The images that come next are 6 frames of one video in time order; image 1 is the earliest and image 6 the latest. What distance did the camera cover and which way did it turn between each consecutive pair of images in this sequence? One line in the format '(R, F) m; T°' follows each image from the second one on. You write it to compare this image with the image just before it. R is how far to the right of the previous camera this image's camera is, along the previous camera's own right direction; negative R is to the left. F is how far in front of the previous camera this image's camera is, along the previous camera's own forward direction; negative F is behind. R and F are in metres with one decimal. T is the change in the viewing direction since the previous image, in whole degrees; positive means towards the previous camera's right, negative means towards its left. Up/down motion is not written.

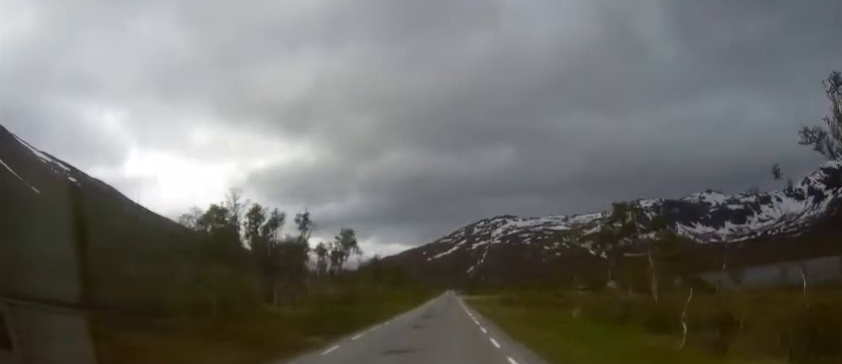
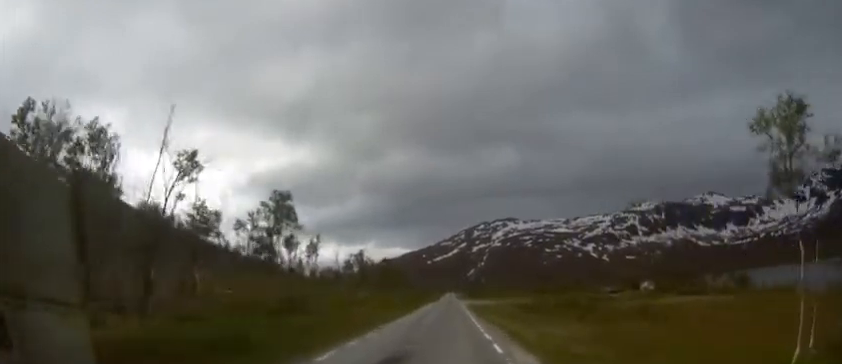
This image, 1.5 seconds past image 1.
(-0.3, +25.0) m; -1°
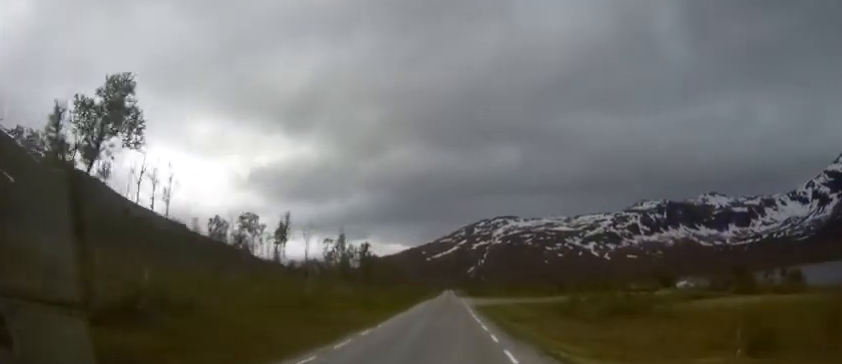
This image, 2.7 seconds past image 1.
(+0.1, +20.4) m; +1°
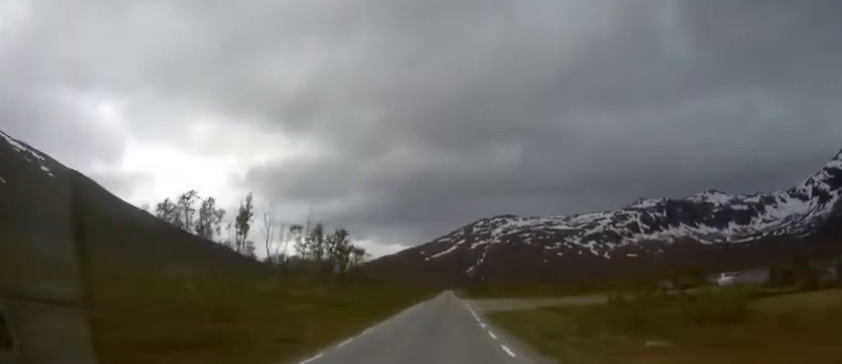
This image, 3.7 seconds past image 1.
(+0.1, +16.3) m; 0°
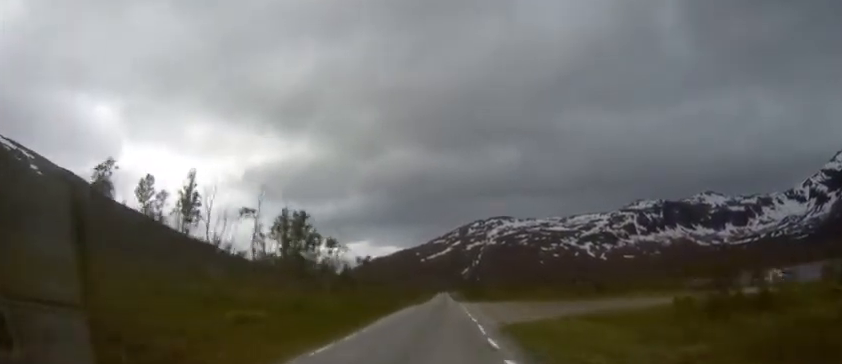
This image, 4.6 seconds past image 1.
(0.0, +14.7) m; 0°
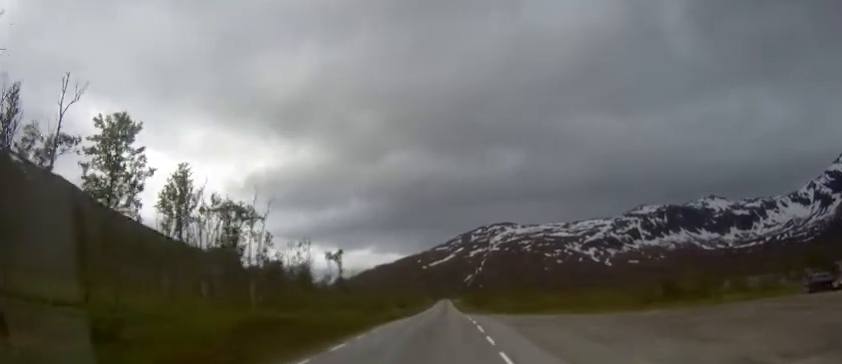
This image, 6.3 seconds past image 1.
(0.0, +27.1) m; 0°
